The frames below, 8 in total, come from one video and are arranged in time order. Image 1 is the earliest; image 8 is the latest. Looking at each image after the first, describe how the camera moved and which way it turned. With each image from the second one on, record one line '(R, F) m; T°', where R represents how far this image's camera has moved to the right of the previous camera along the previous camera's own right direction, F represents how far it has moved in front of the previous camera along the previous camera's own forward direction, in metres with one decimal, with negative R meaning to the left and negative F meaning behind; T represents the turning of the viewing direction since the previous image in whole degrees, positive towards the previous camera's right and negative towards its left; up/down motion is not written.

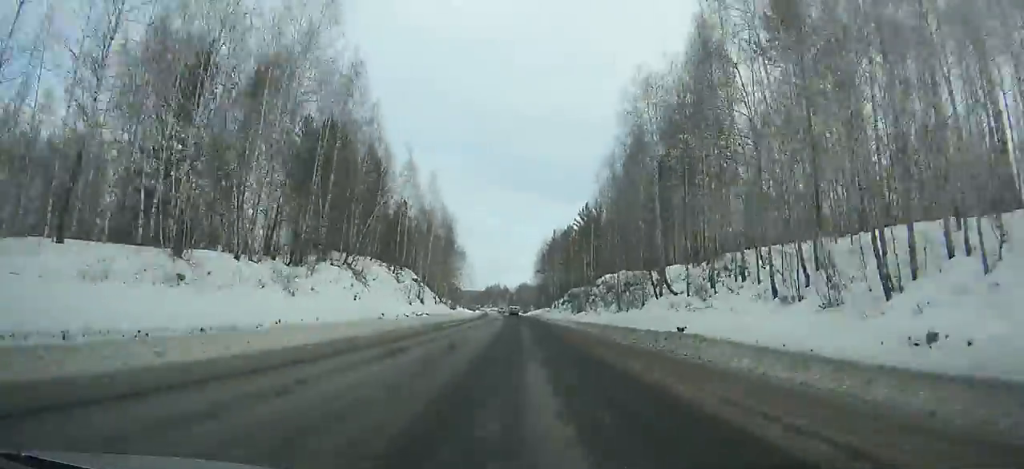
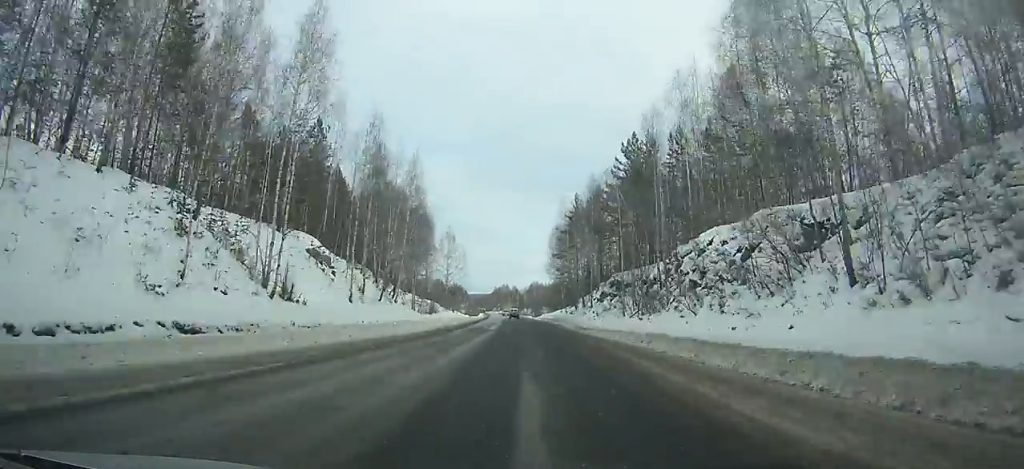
(-0.3, +40.2) m; -1°
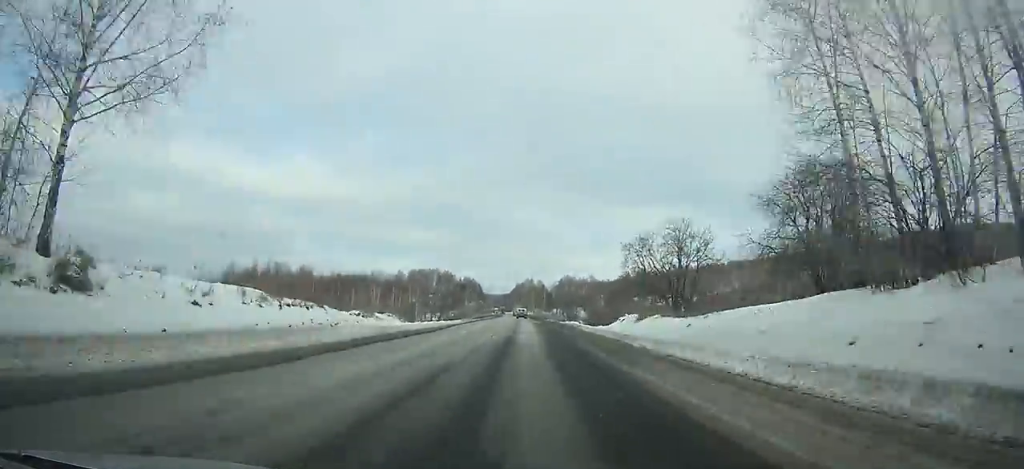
(-2.6, +102.5) m; -2°
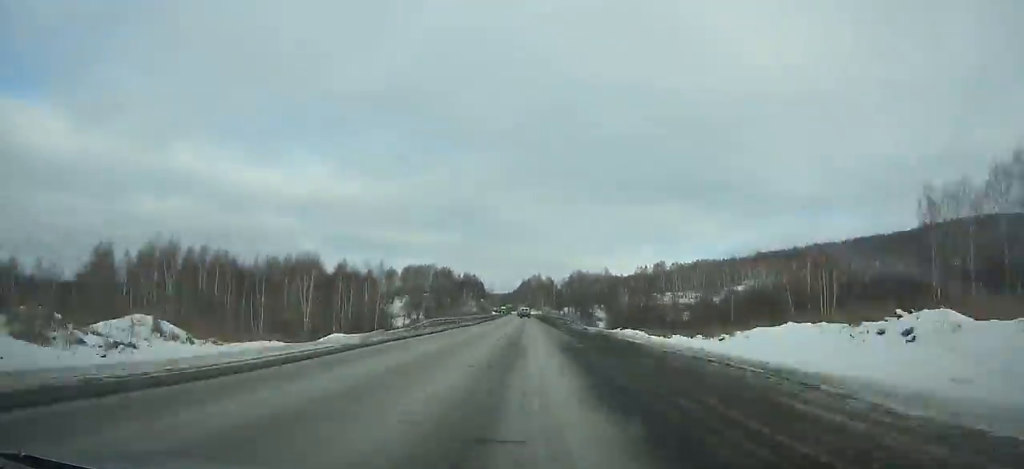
(-0.1, +41.8) m; 0°
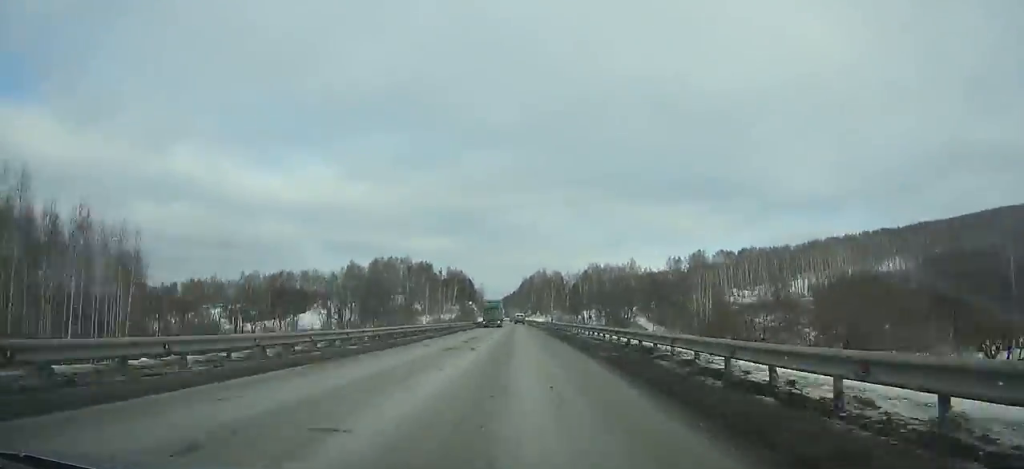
(-0.5, +87.0) m; -1°
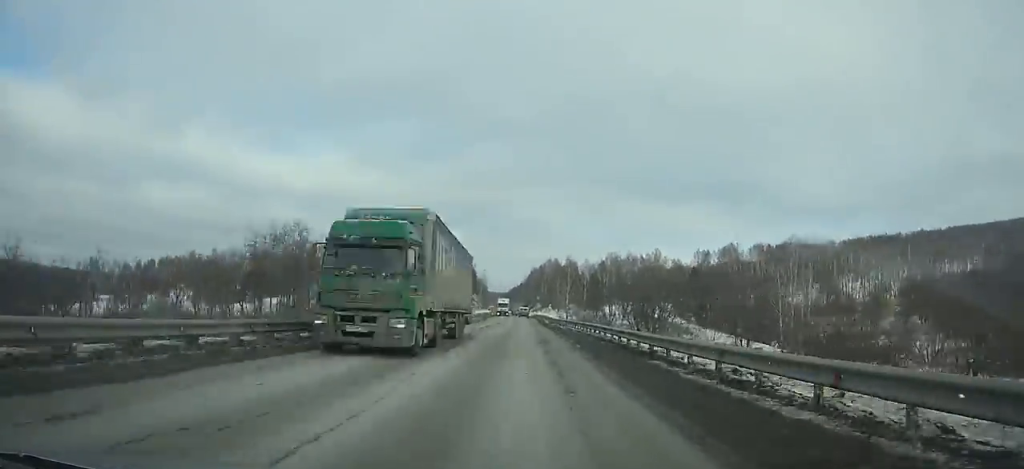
(-0.1, +35.9) m; 0°
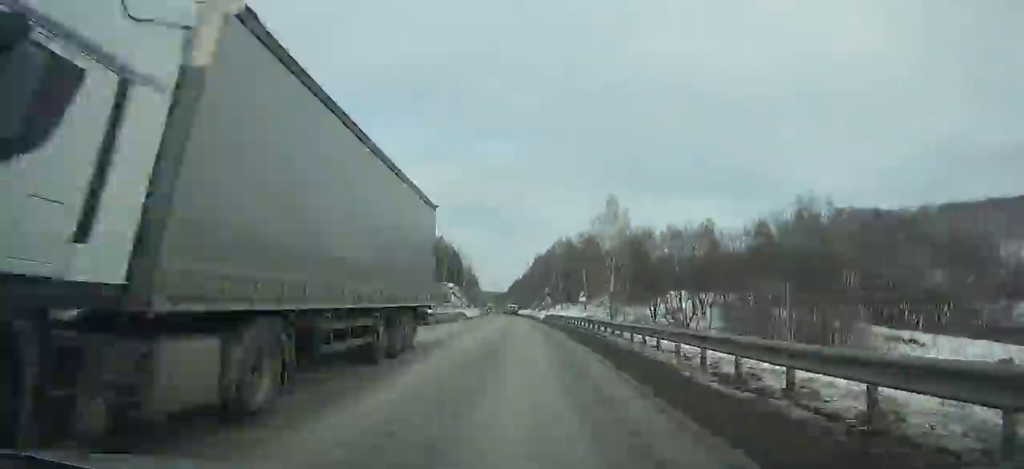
(-0.3, +69.2) m; -1°
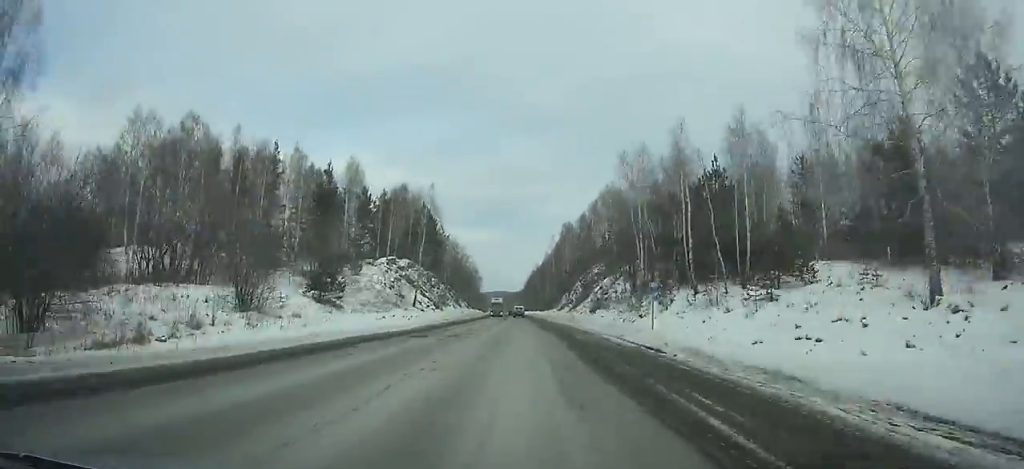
(-0.8, +81.0) m; -1°
